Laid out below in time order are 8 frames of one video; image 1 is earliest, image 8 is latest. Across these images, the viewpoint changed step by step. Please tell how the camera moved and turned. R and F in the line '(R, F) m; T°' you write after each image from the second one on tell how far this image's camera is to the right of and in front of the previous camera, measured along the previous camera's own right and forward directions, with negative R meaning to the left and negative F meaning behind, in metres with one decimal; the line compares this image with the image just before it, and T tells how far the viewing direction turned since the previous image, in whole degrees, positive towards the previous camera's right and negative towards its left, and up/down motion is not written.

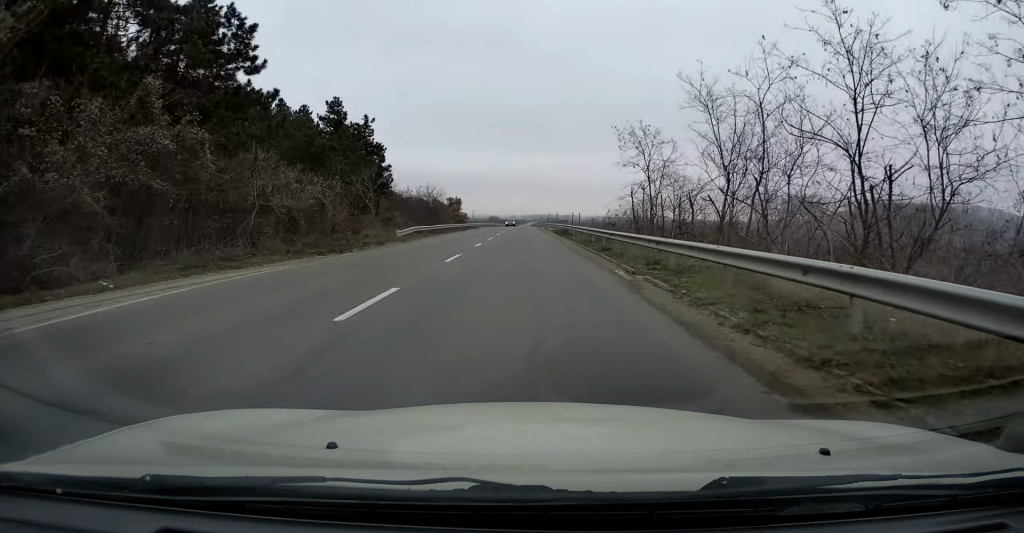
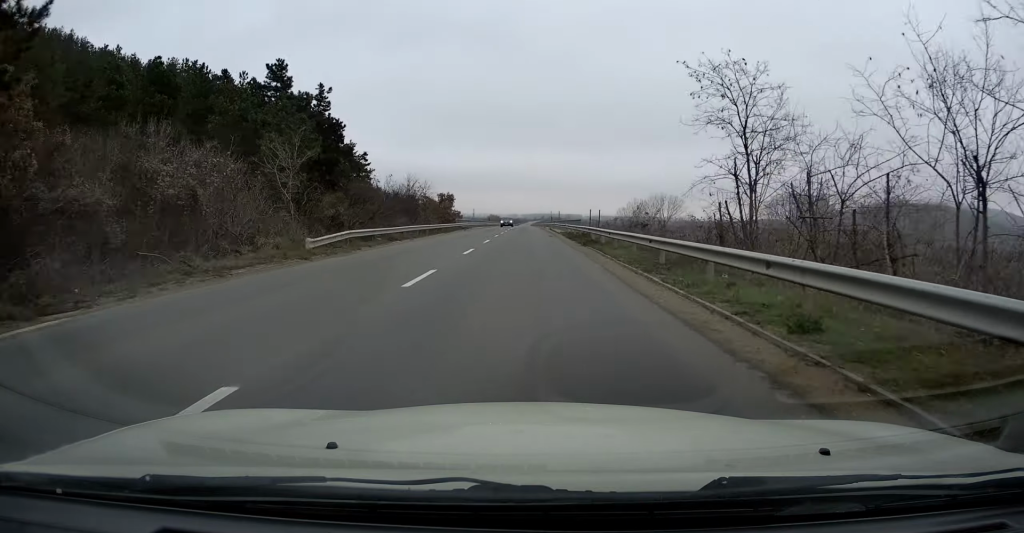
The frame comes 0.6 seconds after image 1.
(-0.2, +14.9) m; 0°
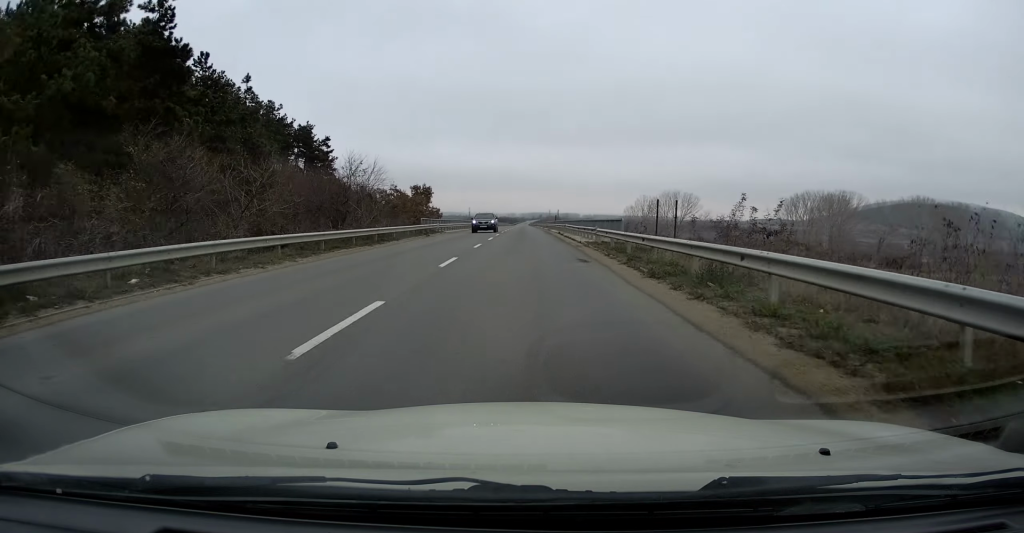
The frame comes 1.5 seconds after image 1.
(+0.2, +23.0) m; +1°
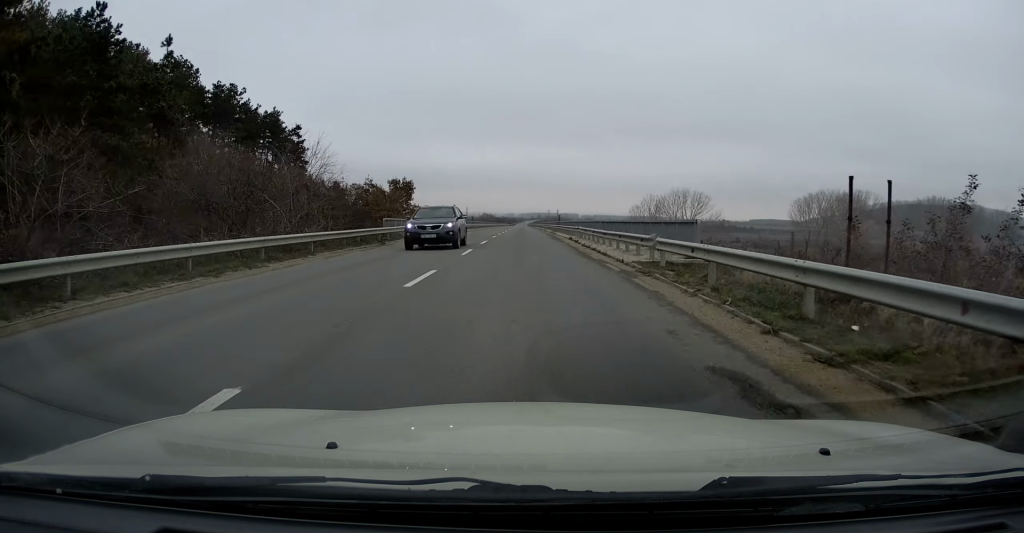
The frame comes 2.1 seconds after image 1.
(+0.1, +13.1) m; 0°
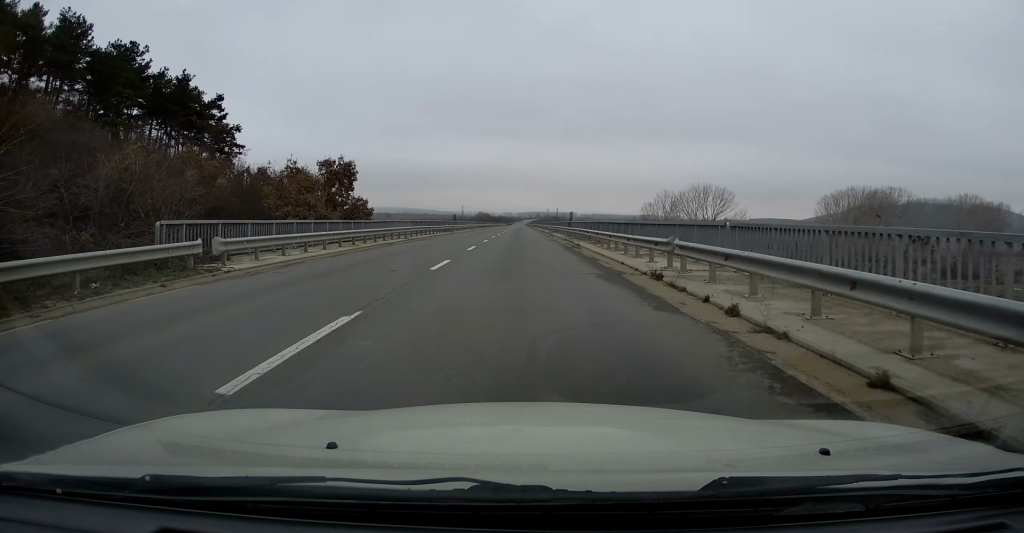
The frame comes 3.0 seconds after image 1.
(0.0, +23.7) m; 0°
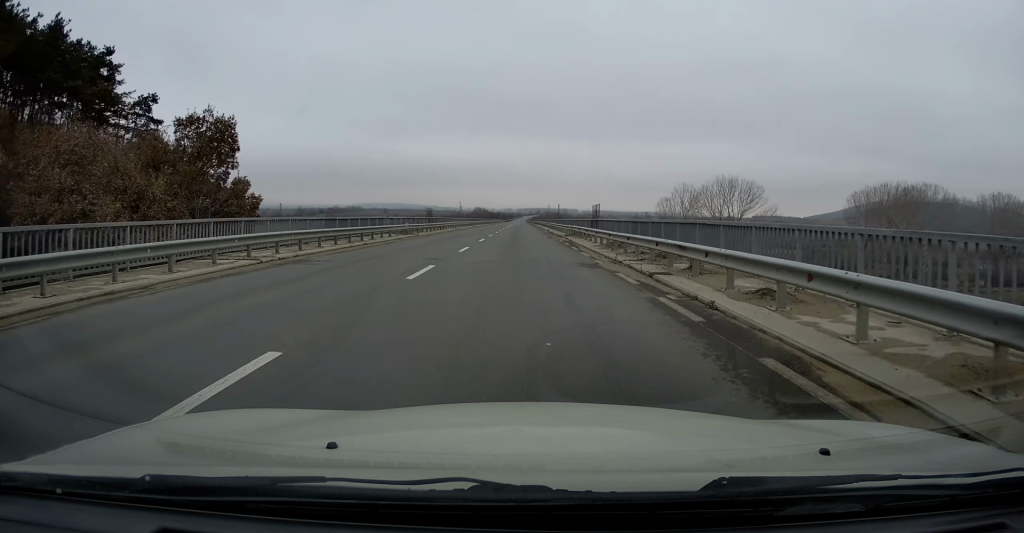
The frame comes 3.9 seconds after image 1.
(+0.1, +20.4) m; 0°
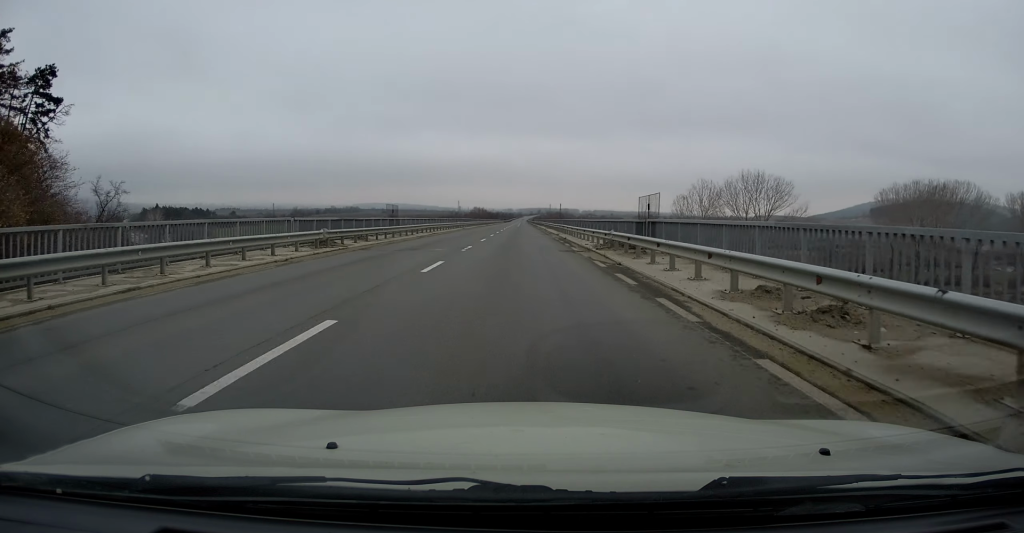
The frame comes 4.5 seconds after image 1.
(-0.1, +16.3) m; 0°
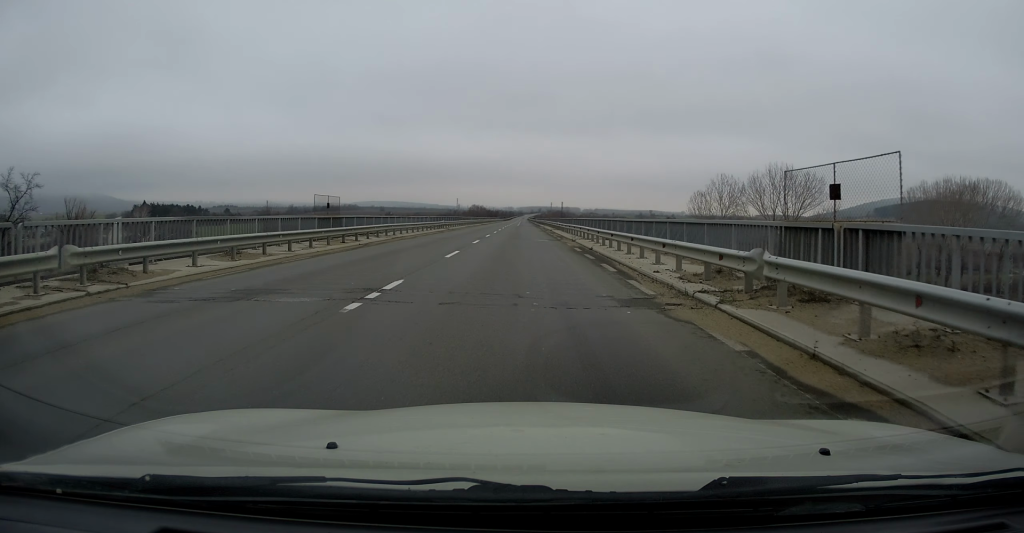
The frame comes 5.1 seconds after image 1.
(0.0, +13.8) m; 0°
